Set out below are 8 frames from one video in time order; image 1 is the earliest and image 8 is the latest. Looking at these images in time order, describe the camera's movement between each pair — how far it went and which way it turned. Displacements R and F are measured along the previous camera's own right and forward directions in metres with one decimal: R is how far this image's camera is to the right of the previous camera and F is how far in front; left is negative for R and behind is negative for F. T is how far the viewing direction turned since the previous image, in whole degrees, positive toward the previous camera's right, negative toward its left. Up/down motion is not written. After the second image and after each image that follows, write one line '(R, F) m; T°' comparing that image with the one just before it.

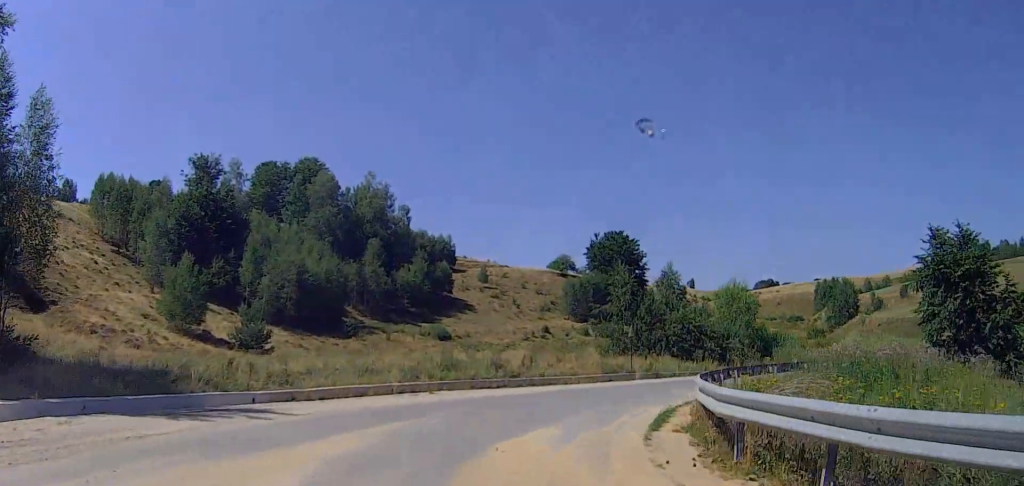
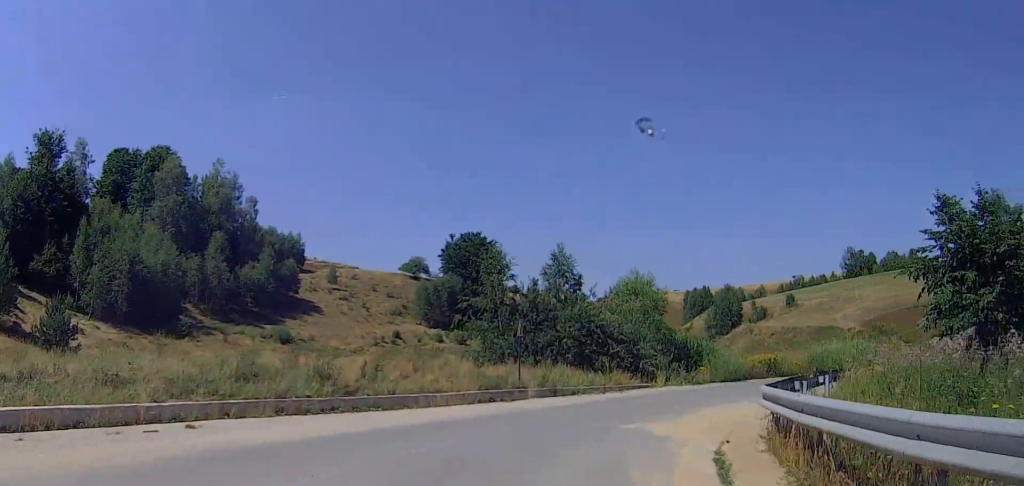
(-0.1, +10.5) m; +12°
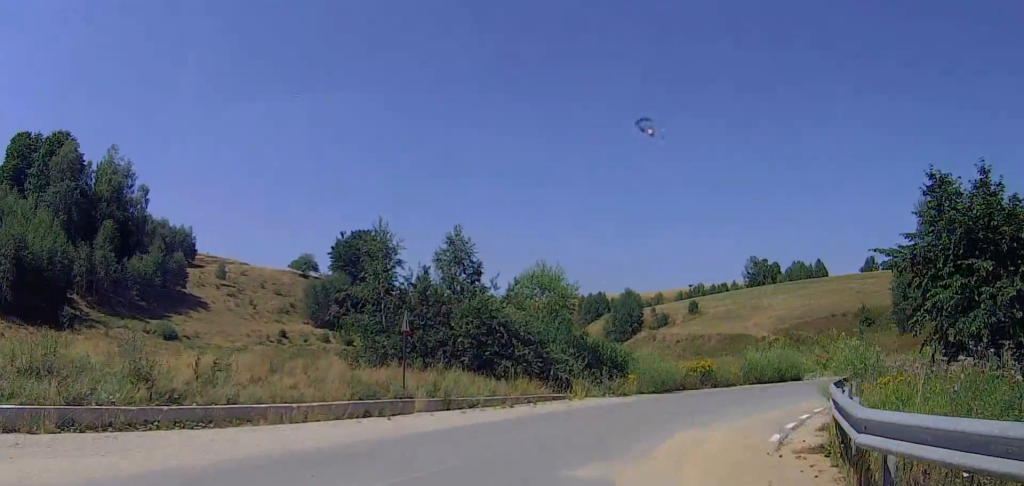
(+1.1, +5.4) m; +10°
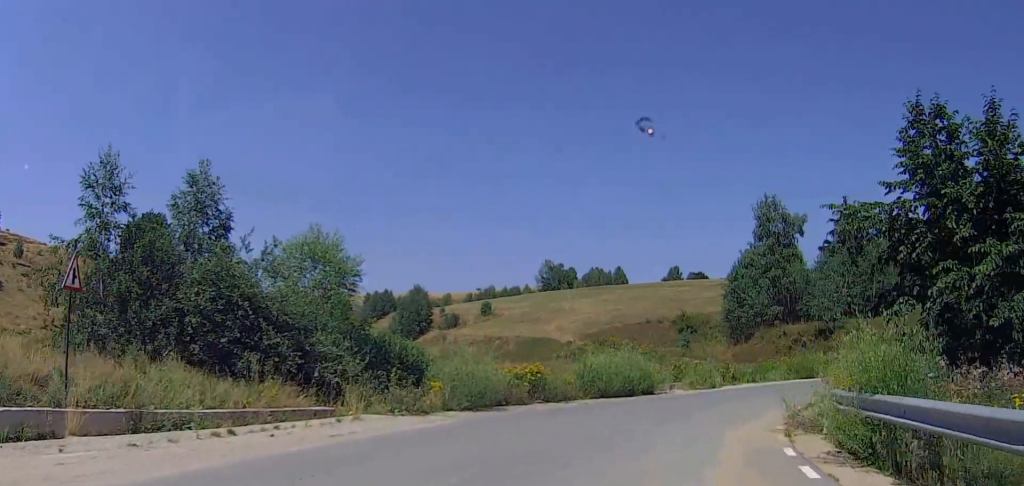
(+1.1, +8.2) m; +16°
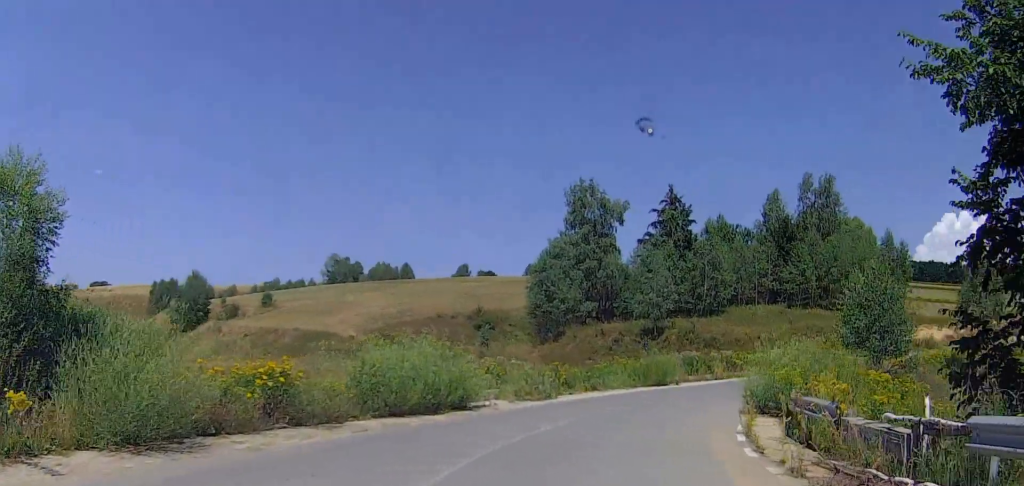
(+1.1, +8.0) m; +19°
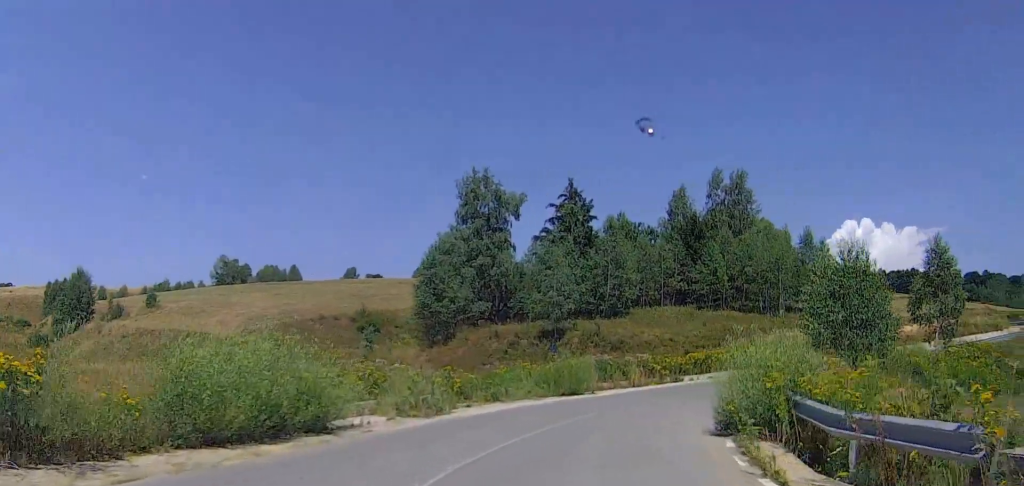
(+0.7, +4.7) m; +11°
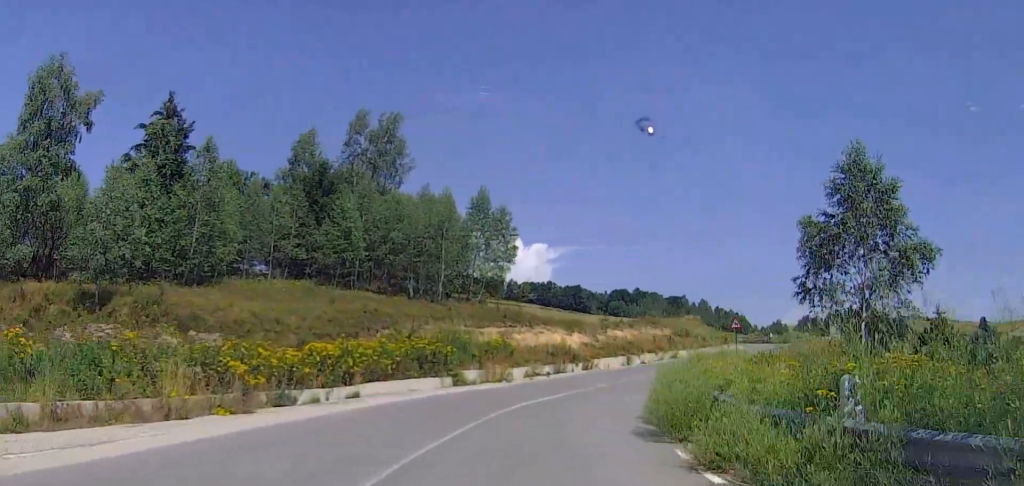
(+5.6, +19.3) m; +32°
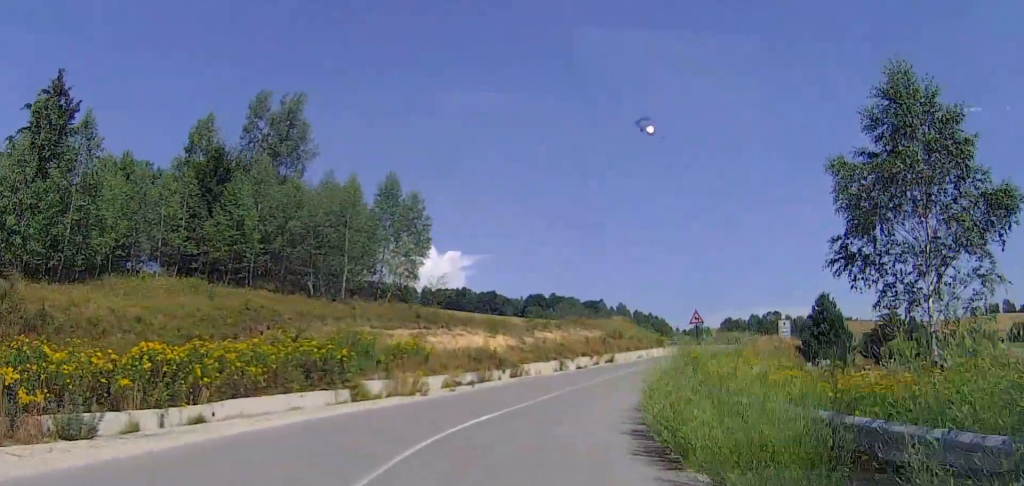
(+0.3, +6.2) m; +6°
